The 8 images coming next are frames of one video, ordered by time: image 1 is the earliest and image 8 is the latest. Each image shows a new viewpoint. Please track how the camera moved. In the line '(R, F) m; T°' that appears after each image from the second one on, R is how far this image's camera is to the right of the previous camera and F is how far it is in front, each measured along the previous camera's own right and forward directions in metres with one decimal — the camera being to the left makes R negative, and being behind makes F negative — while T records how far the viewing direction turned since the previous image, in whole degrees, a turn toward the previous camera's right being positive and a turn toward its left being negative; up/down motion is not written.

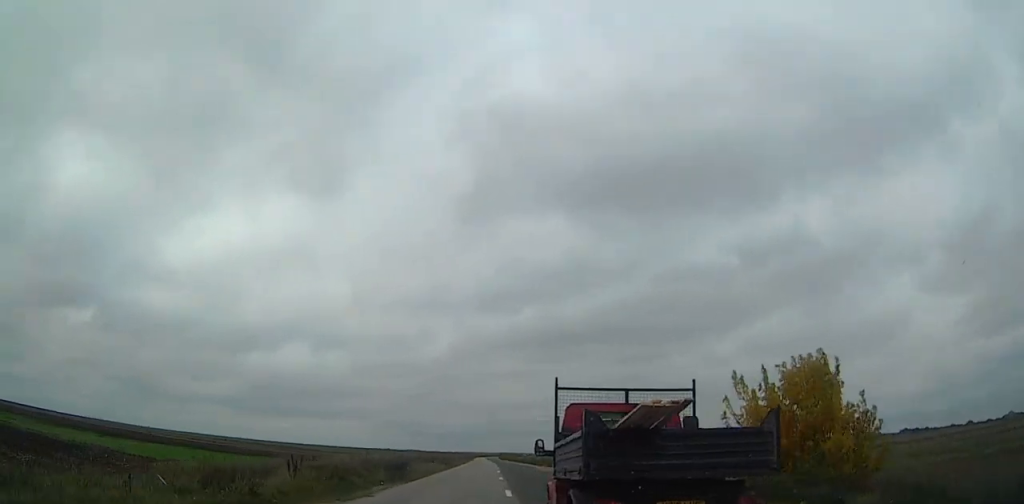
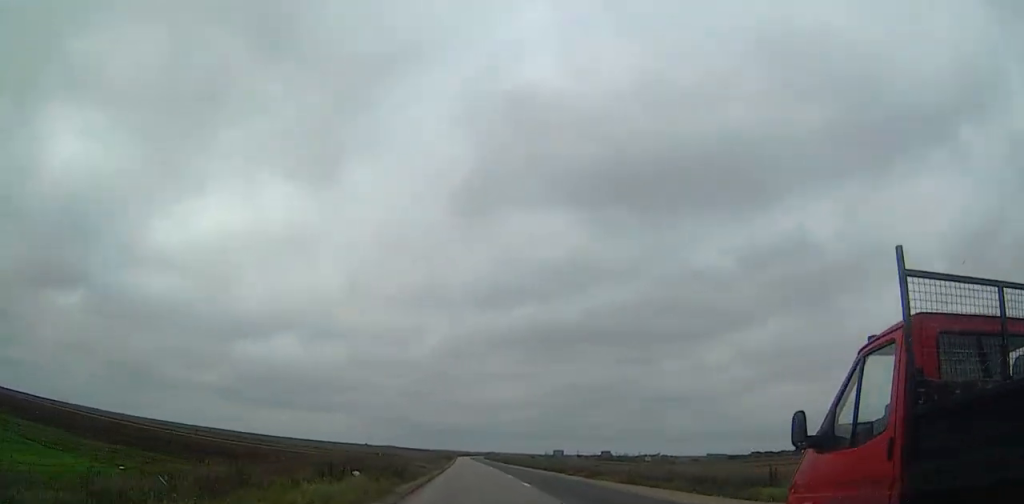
(-0.2, +42.3) m; 0°
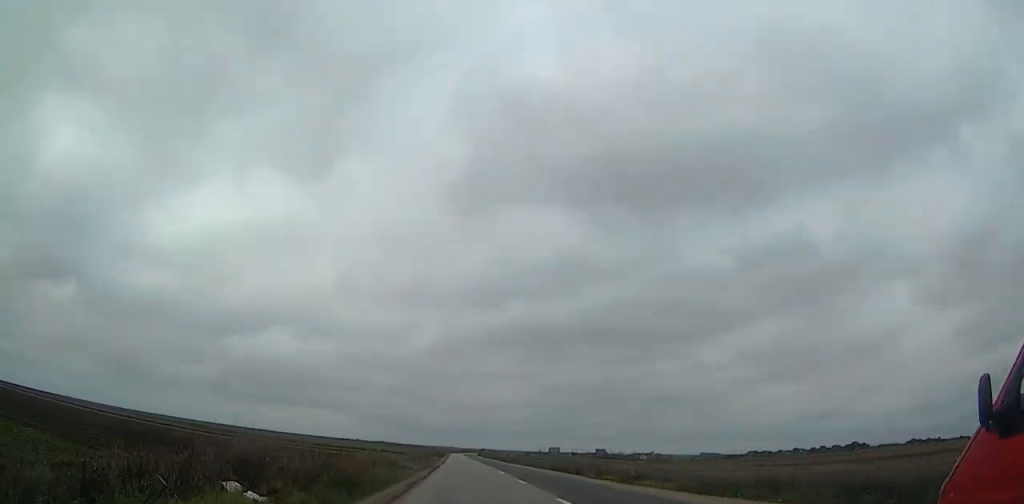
(0.0, +11.1) m; 0°
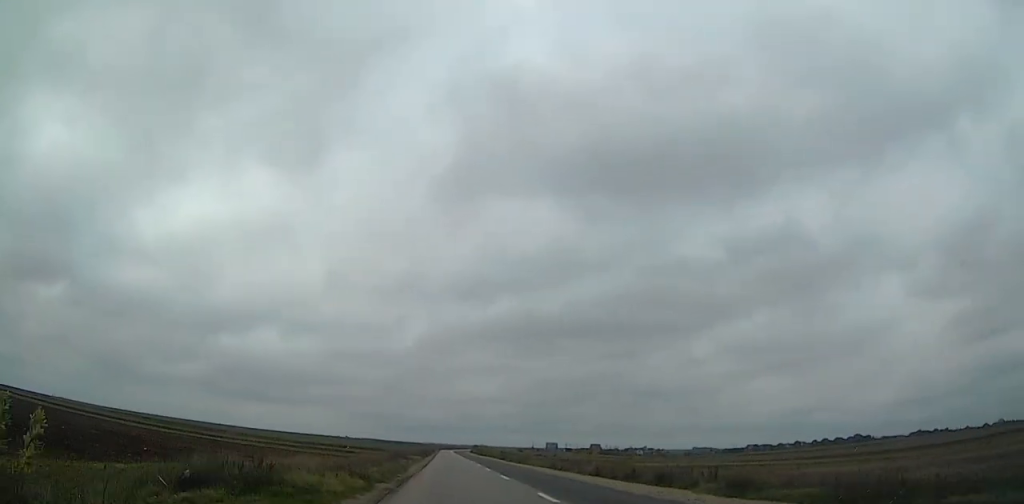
(+0.1, +22.3) m; +1°
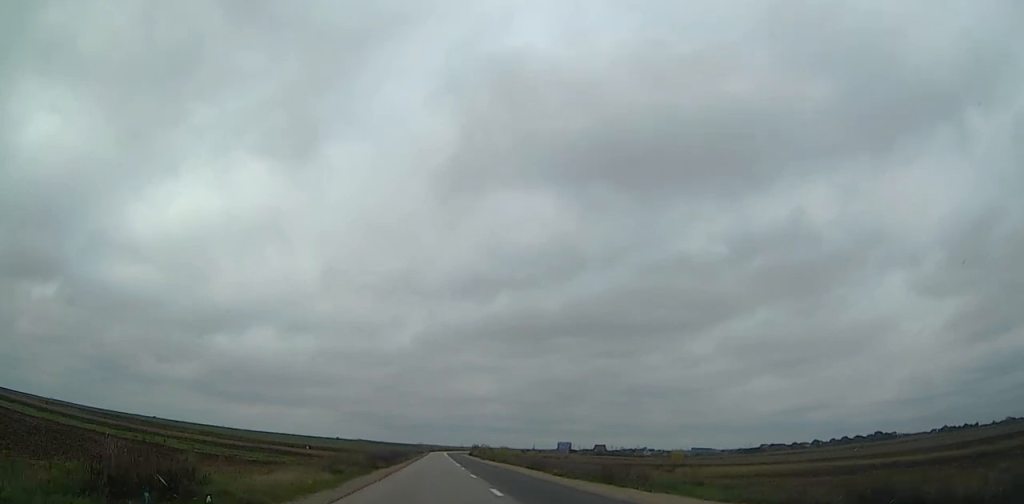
(+0.9, +46.4) m; +1°
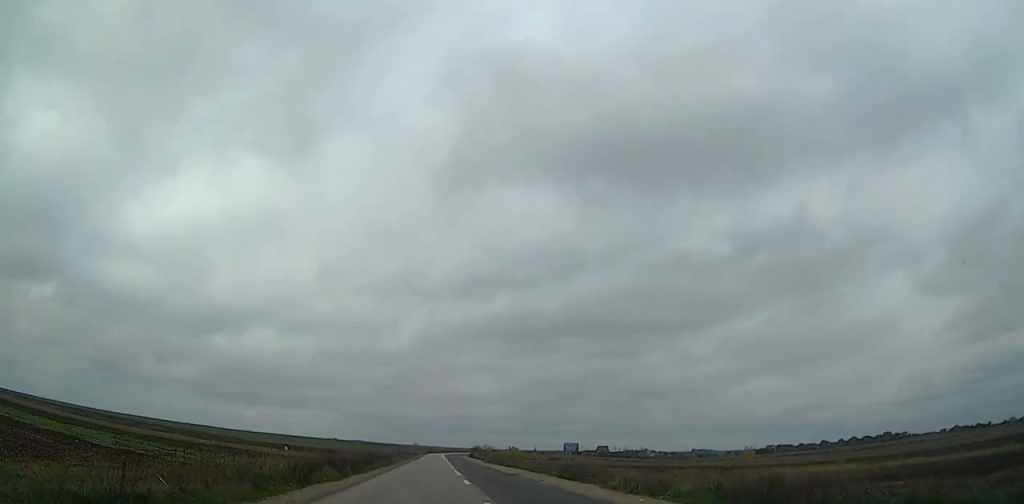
(-0.2, +17.3) m; 0°
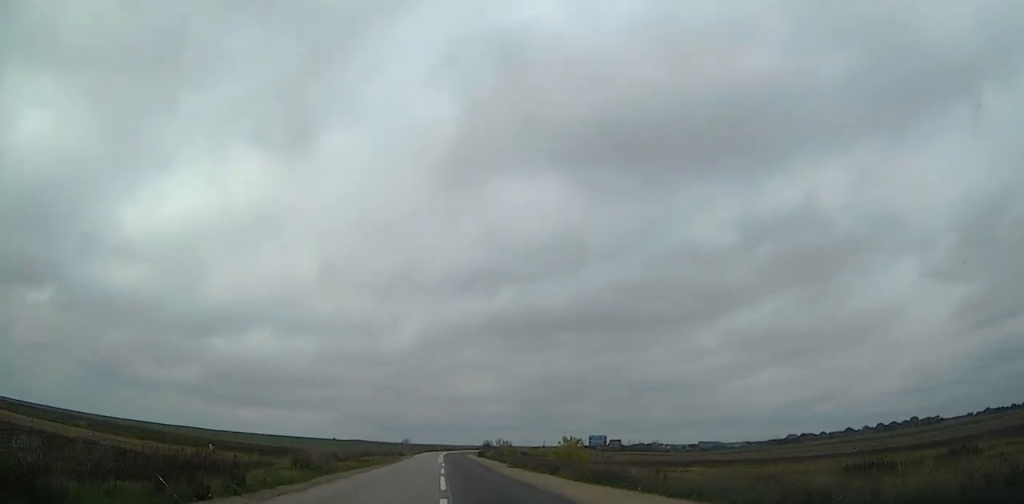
(+0.1, +39.7) m; 0°
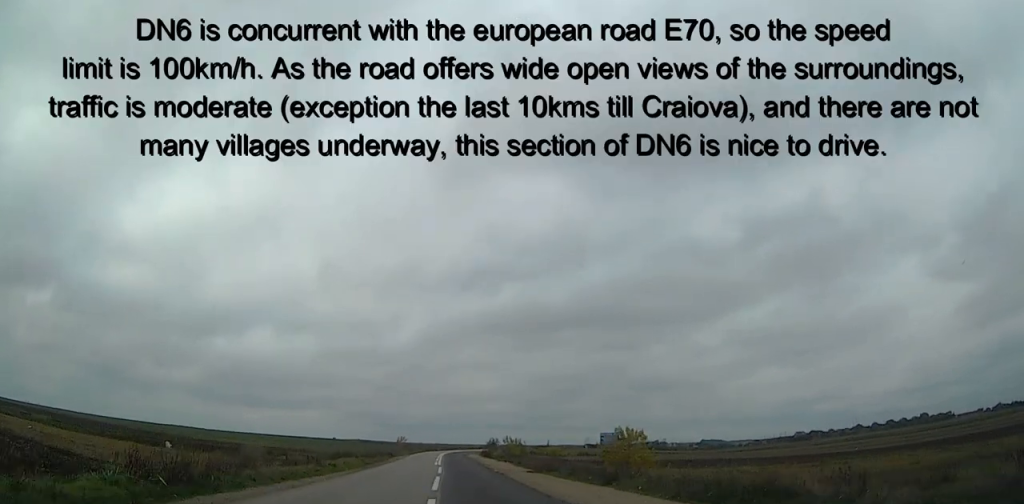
(0.0, +13.7) m; 0°
